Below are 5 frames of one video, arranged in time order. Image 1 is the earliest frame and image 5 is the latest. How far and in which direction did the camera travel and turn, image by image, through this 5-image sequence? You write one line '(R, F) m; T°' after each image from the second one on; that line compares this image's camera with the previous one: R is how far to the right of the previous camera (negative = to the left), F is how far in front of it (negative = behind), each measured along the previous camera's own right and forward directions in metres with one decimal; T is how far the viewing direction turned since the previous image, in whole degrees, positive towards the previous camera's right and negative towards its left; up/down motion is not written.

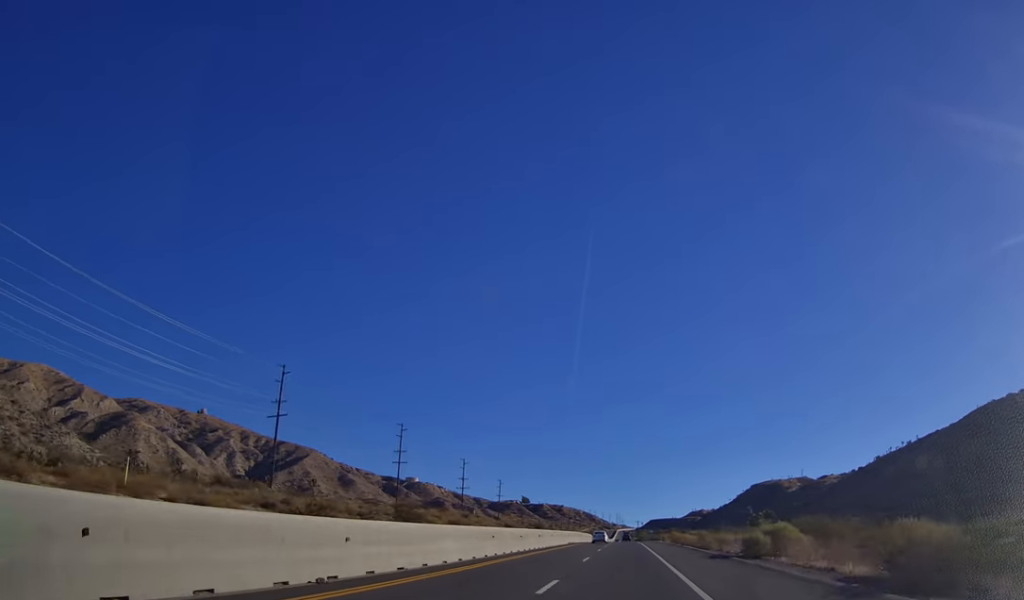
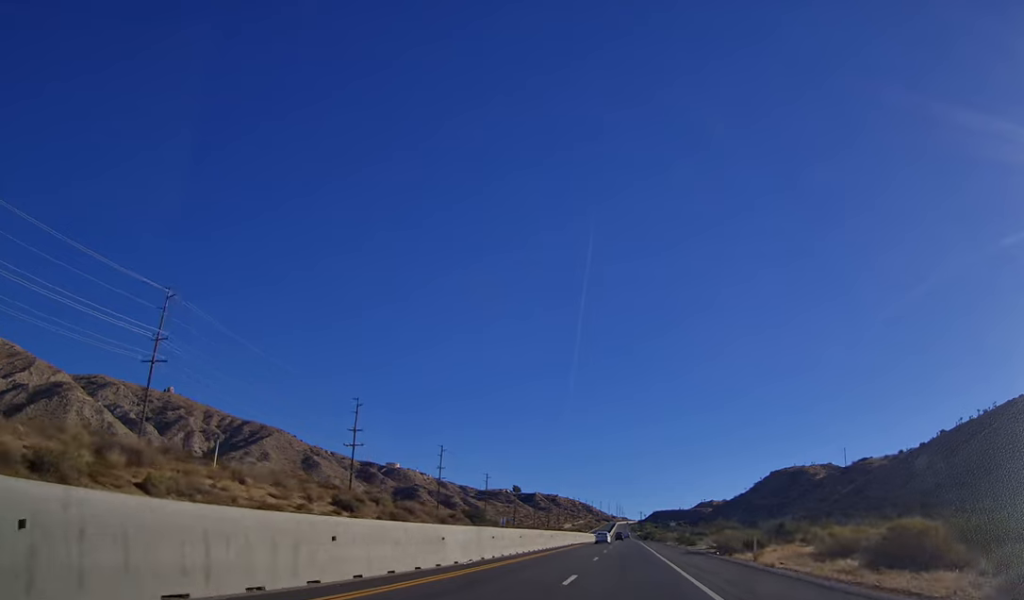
(-1.2, +84.5) m; -1°
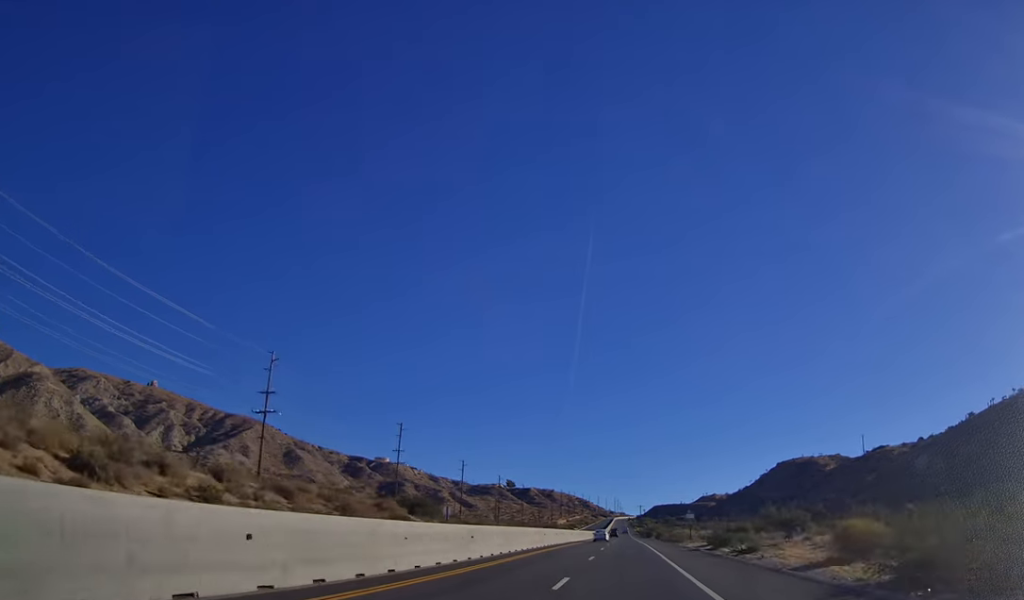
(-0.1, +31.2) m; 0°
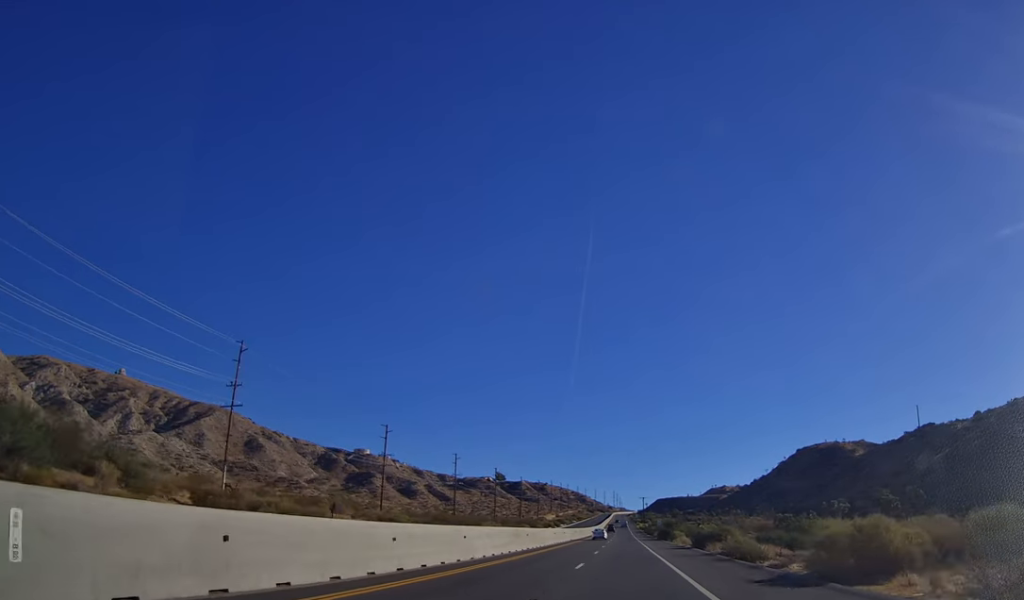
(+0.5, +64.6) m; 0°
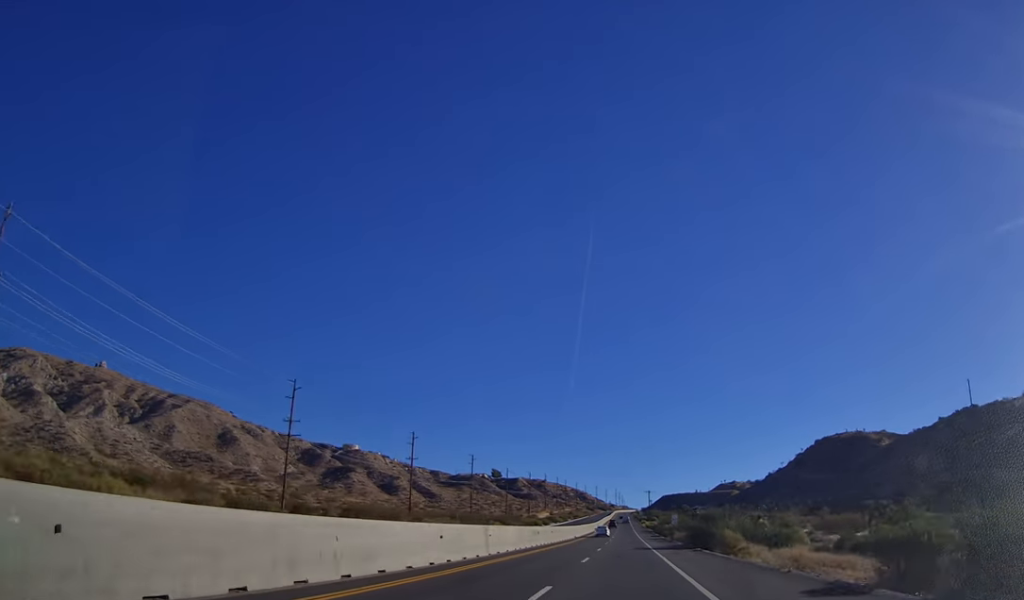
(0.0, +40.7) m; 0°
